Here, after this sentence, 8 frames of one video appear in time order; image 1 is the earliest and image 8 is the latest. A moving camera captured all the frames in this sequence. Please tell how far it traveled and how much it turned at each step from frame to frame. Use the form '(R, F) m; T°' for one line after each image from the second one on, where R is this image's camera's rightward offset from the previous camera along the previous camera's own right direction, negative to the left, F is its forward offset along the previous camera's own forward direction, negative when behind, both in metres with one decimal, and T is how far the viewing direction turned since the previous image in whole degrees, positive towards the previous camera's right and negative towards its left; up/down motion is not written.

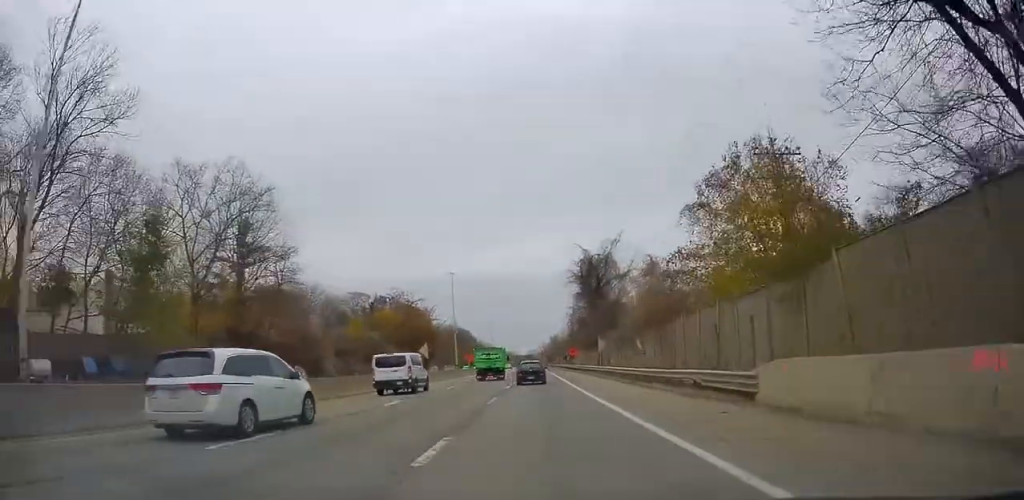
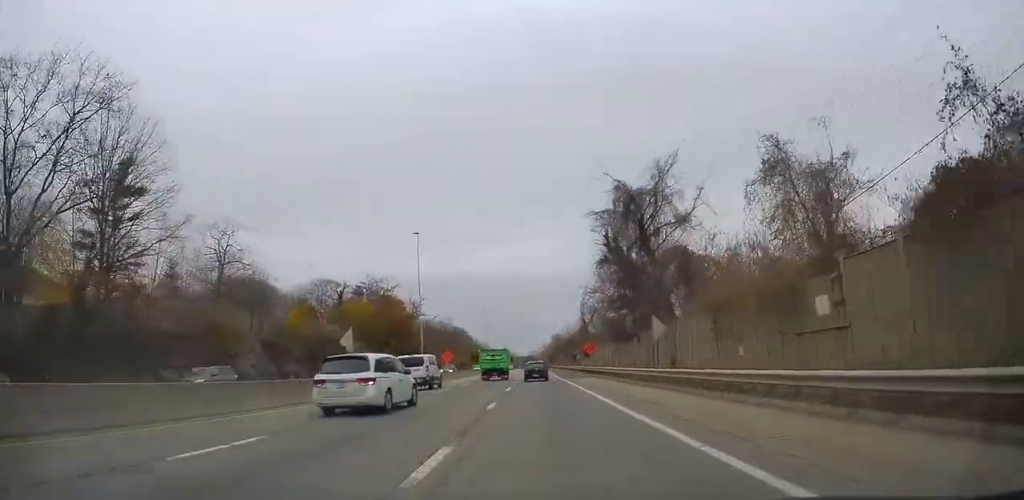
(+0.1, +25.8) m; 0°
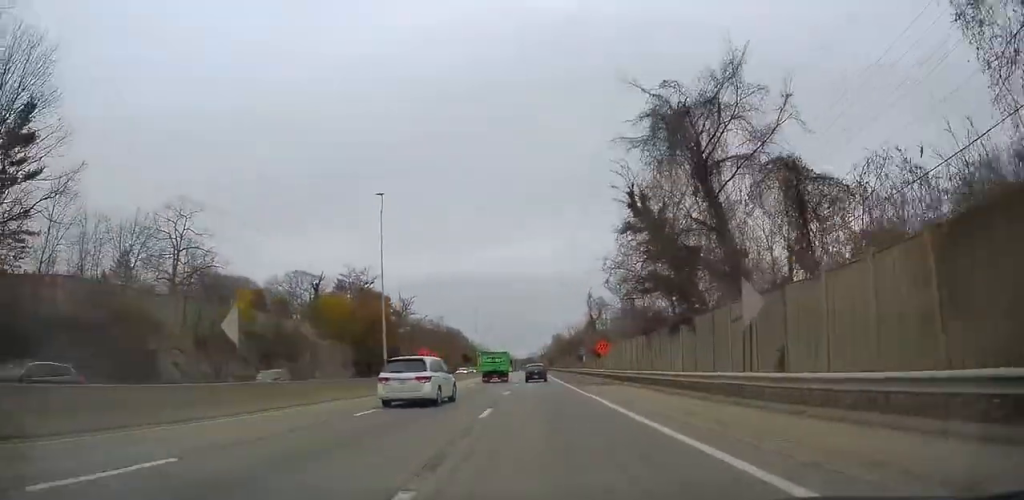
(+0.3, +14.3) m; 0°
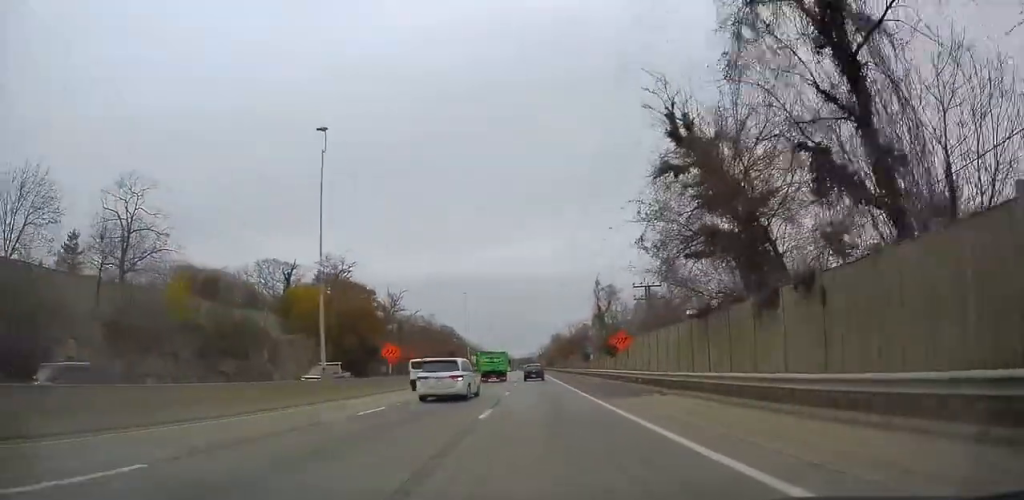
(0.0, +12.8) m; 0°
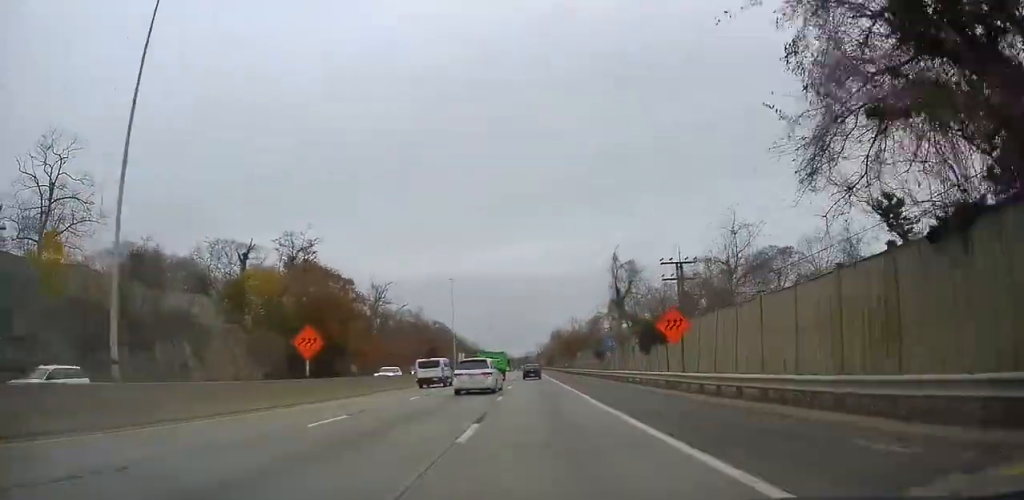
(-0.4, +16.5) m; 0°
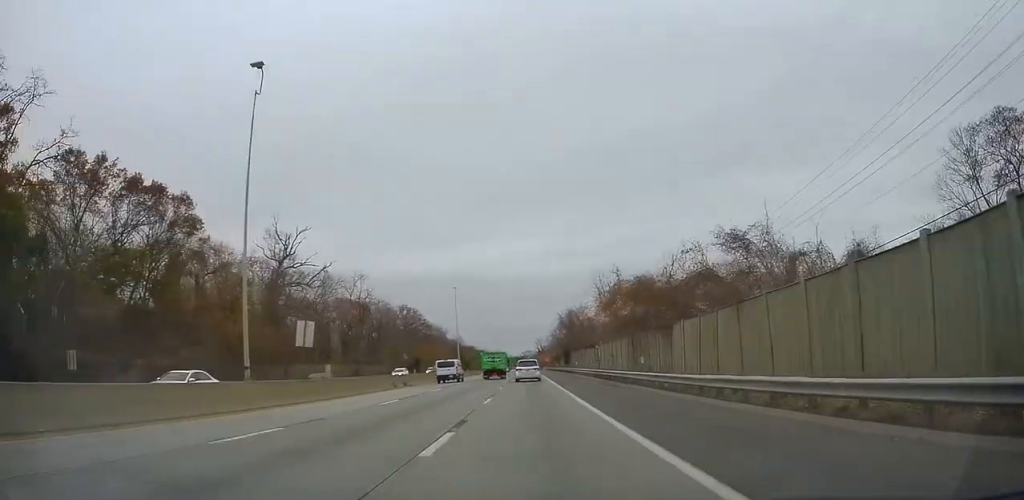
(+0.5, +63.4) m; +1°
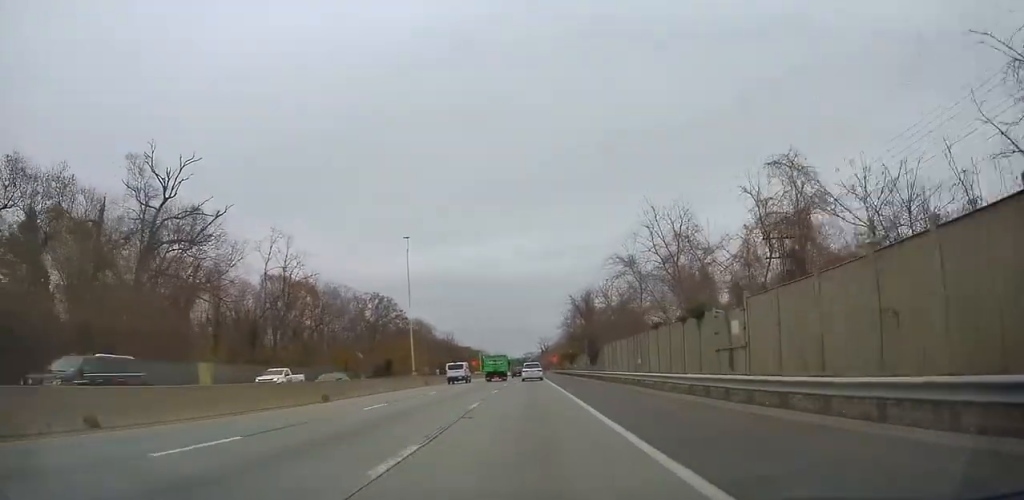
(0.0, +38.2) m; 0°
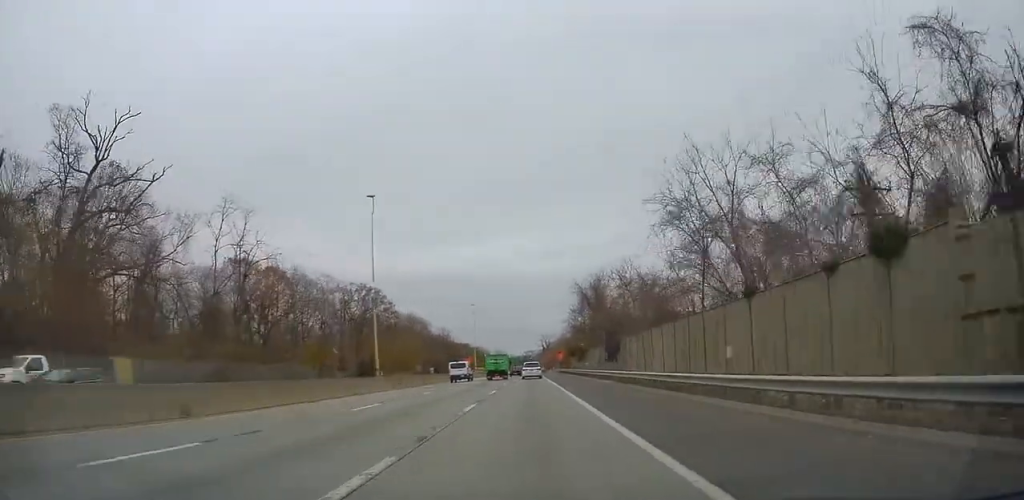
(+0.1, +13.6) m; 0°
